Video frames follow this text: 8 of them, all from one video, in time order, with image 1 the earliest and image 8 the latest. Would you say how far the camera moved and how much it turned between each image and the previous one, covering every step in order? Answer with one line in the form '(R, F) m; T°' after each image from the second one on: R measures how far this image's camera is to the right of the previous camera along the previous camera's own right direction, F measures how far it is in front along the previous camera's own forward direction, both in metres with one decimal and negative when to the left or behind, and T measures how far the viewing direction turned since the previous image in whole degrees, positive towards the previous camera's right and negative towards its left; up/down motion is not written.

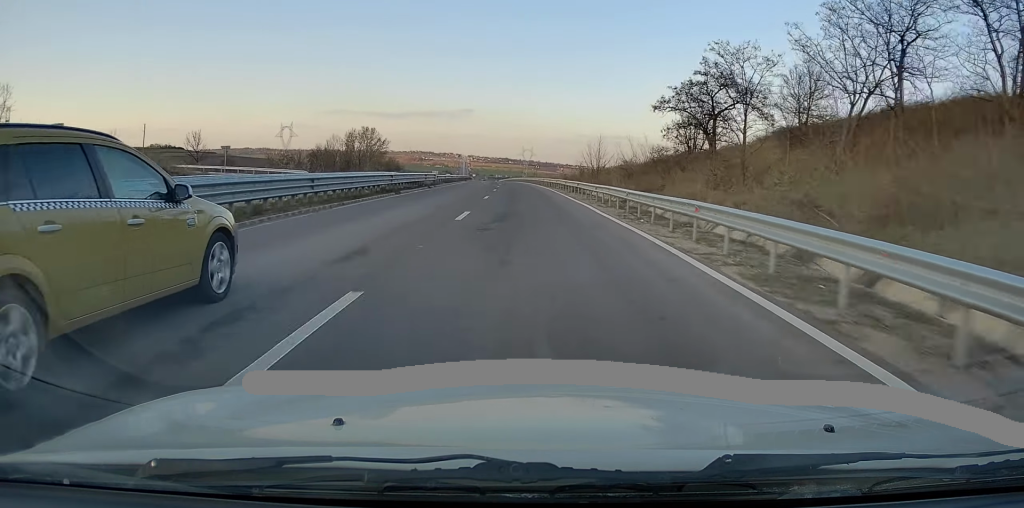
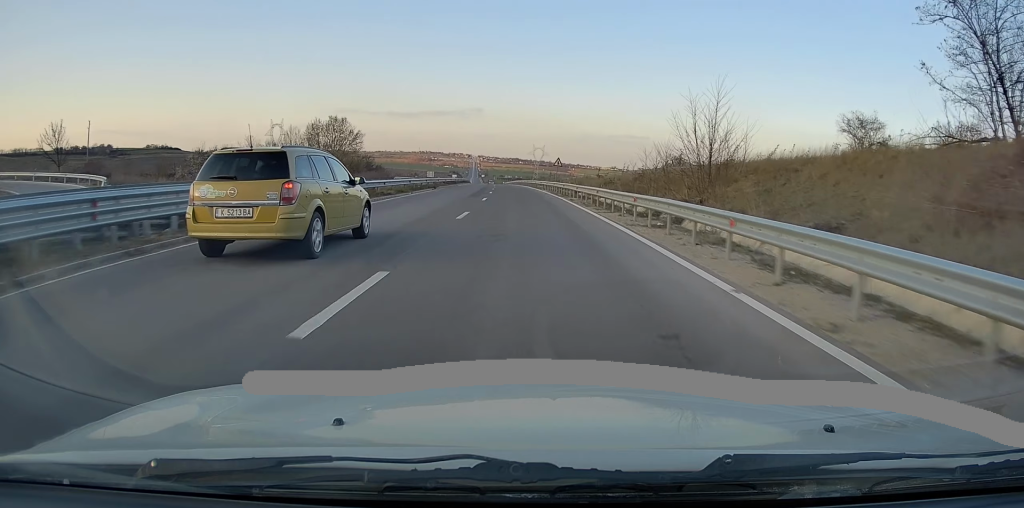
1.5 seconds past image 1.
(-0.5, +34.6) m; -1°
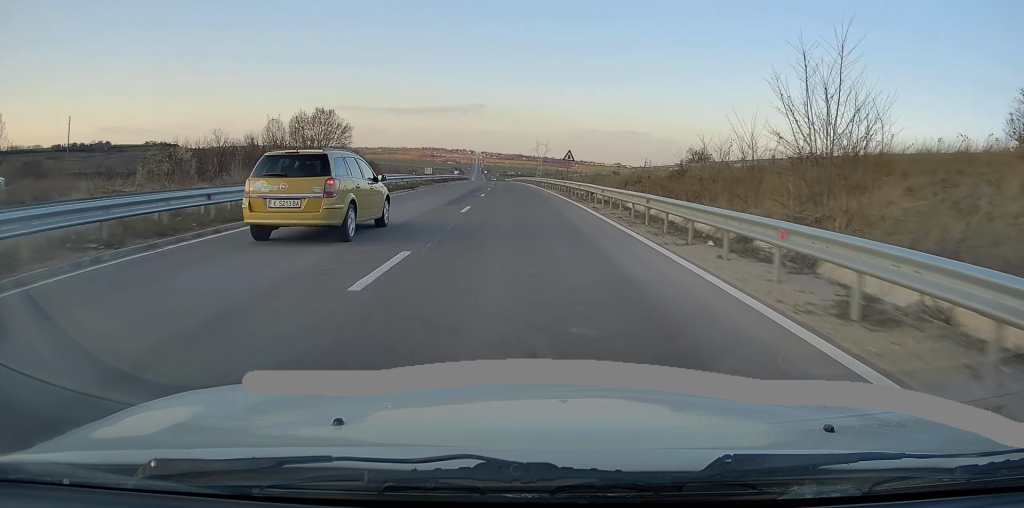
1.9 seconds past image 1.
(0.0, +10.2) m; 0°
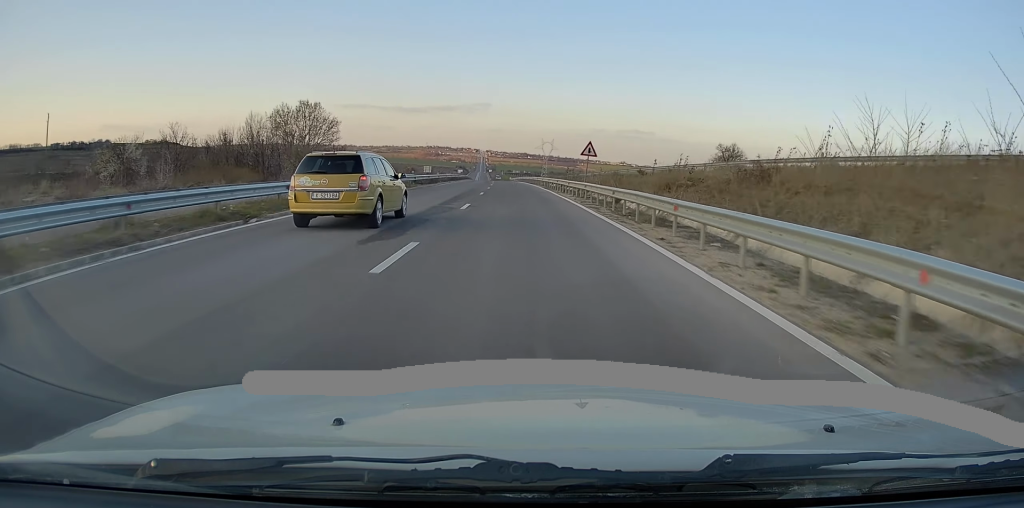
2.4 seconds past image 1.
(0.0, +11.0) m; 0°
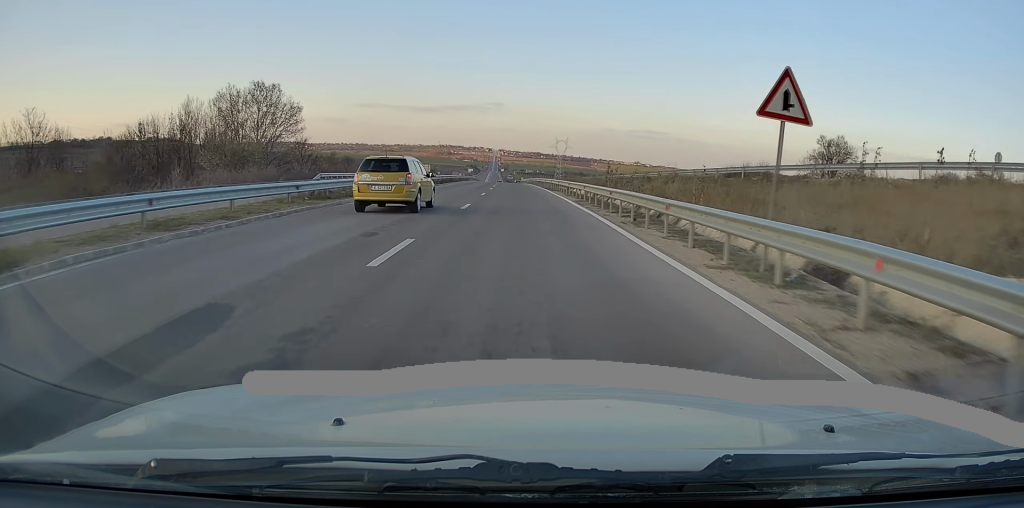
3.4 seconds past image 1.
(-0.1, +23.5) m; -1°
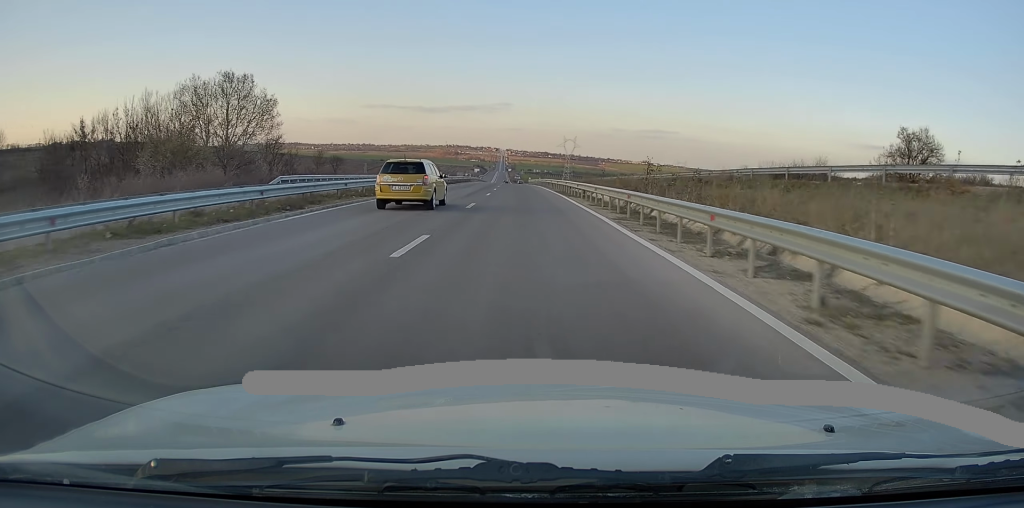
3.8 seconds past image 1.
(0.0, +10.9) m; -1°
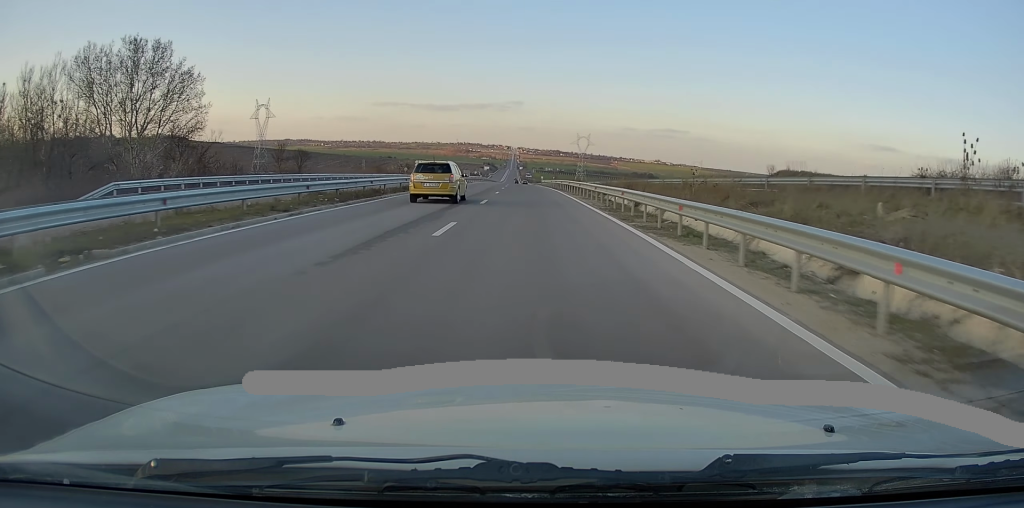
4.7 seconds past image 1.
(-0.3, +21.1) m; -1°
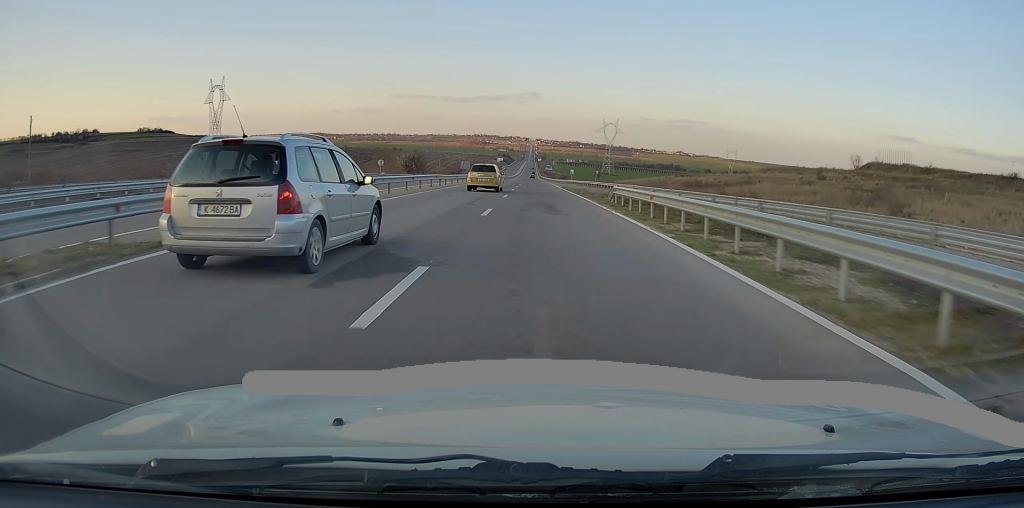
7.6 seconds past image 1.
(-1.1, +66.6) m; -2°
